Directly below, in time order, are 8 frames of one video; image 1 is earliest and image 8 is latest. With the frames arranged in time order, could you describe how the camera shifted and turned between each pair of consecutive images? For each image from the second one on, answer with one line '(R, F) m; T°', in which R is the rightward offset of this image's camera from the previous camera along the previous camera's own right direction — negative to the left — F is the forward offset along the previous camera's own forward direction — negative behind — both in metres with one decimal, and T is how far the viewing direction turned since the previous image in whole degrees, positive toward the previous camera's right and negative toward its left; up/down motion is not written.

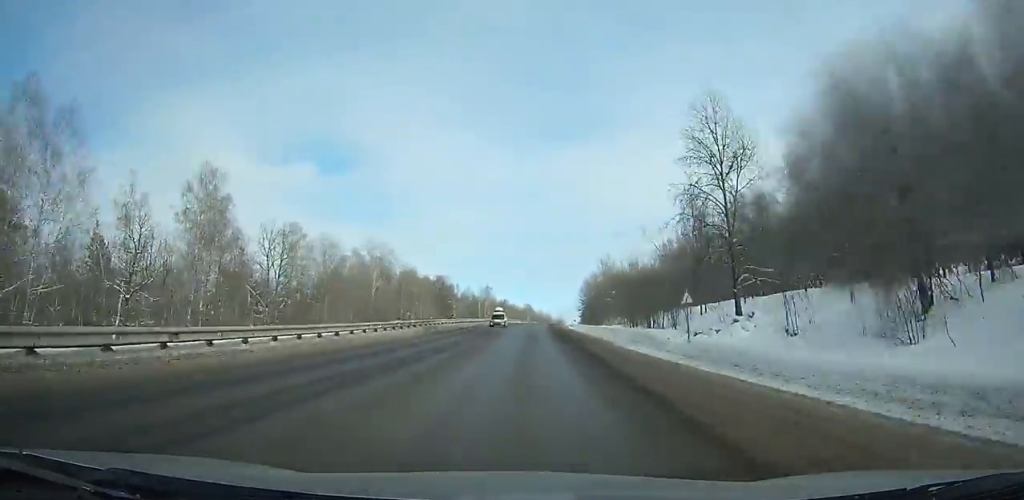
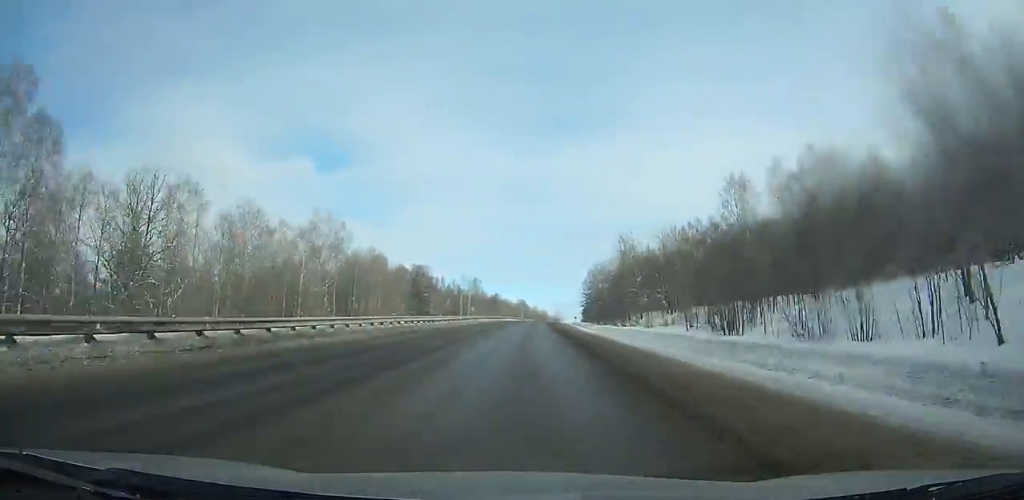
(-0.1, +27.7) m; 0°
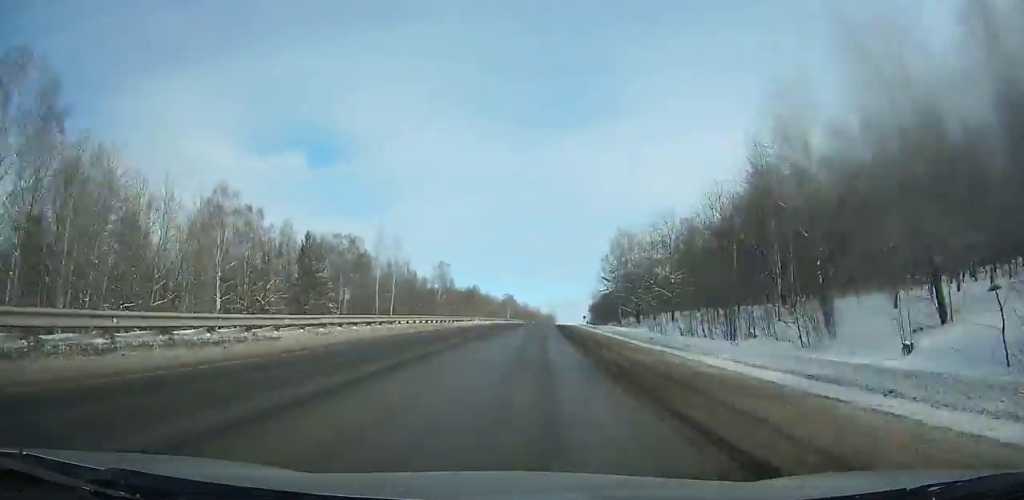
(+0.7, +59.9) m; +2°
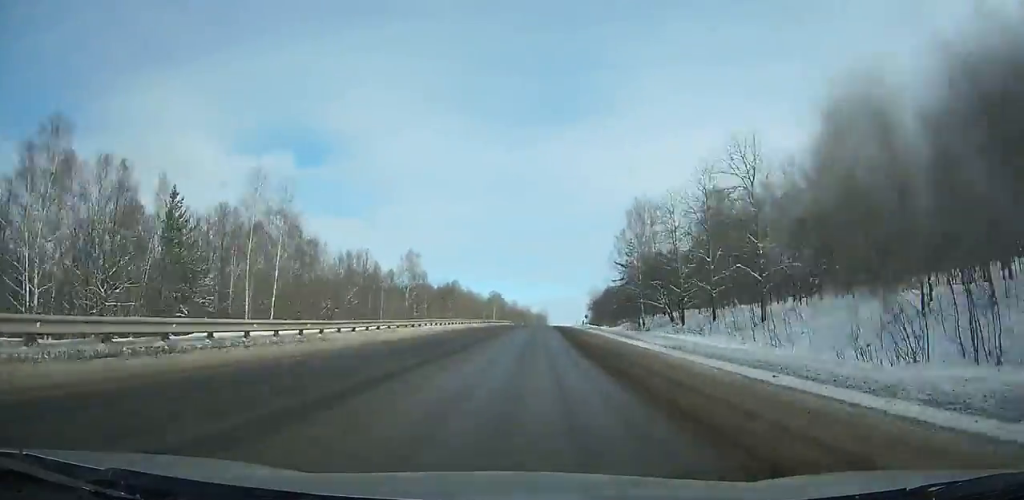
(+0.3, +25.9) m; +1°
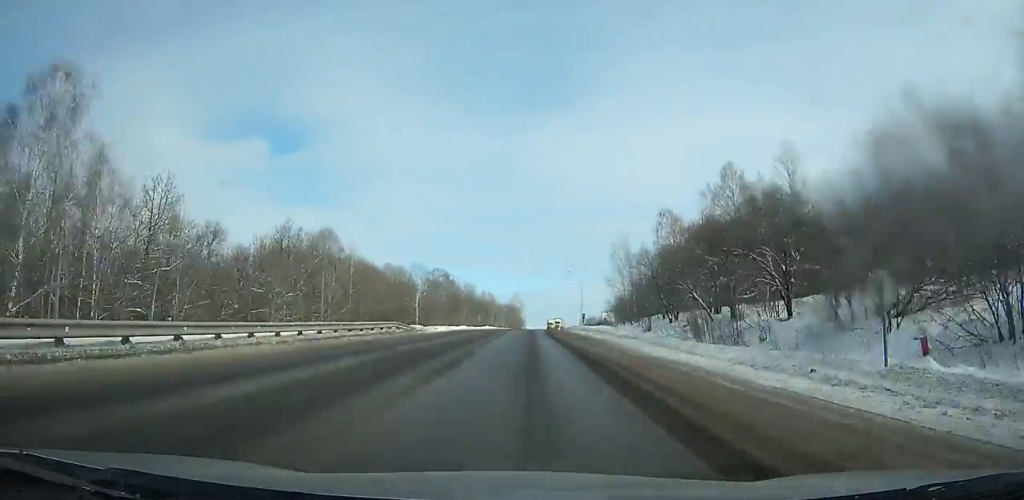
(+2.1, +88.6) m; +3°
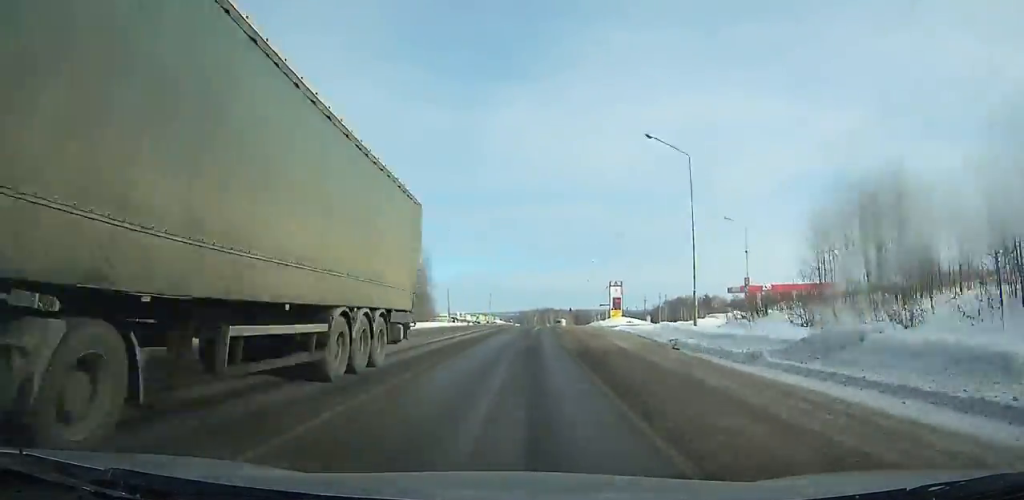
(+4.7, +125.8) m; +5°
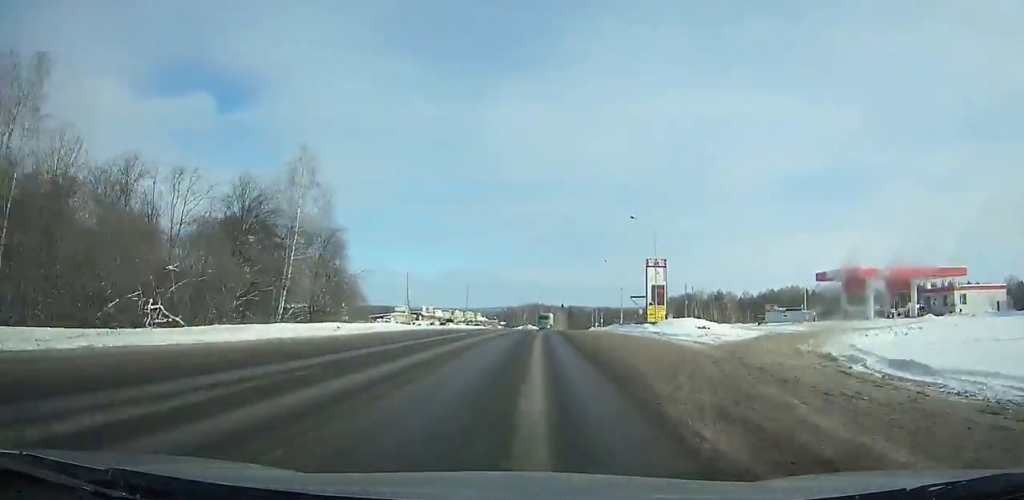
(+0.5, +39.2) m; +2°
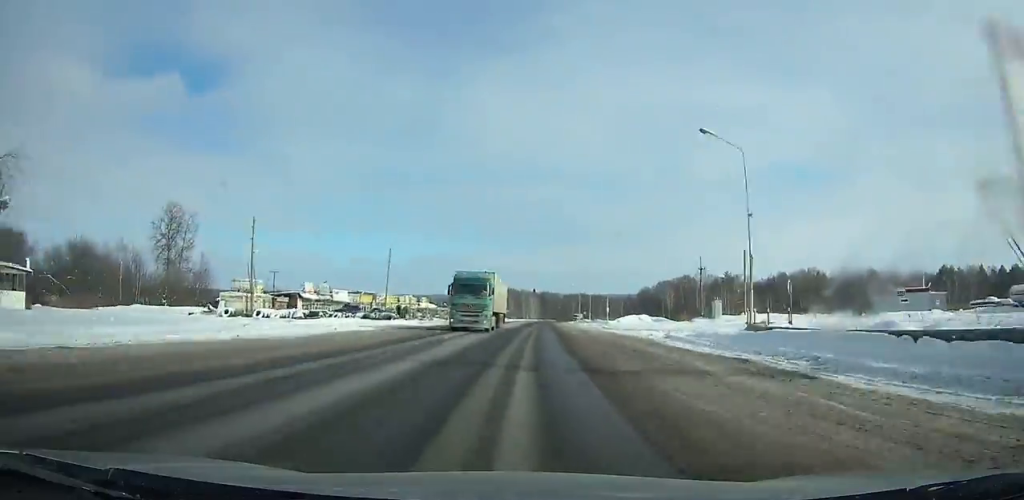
(+0.9, +54.4) m; +2°
